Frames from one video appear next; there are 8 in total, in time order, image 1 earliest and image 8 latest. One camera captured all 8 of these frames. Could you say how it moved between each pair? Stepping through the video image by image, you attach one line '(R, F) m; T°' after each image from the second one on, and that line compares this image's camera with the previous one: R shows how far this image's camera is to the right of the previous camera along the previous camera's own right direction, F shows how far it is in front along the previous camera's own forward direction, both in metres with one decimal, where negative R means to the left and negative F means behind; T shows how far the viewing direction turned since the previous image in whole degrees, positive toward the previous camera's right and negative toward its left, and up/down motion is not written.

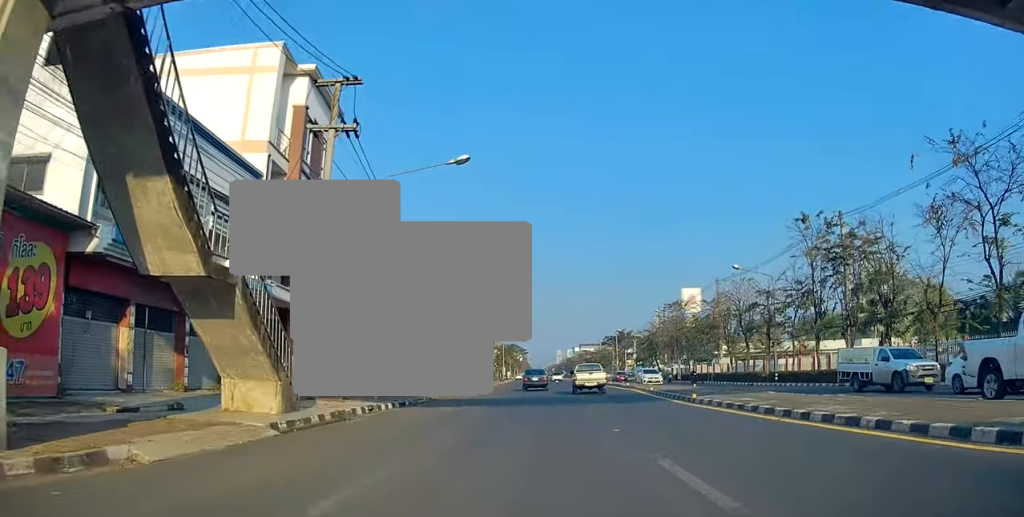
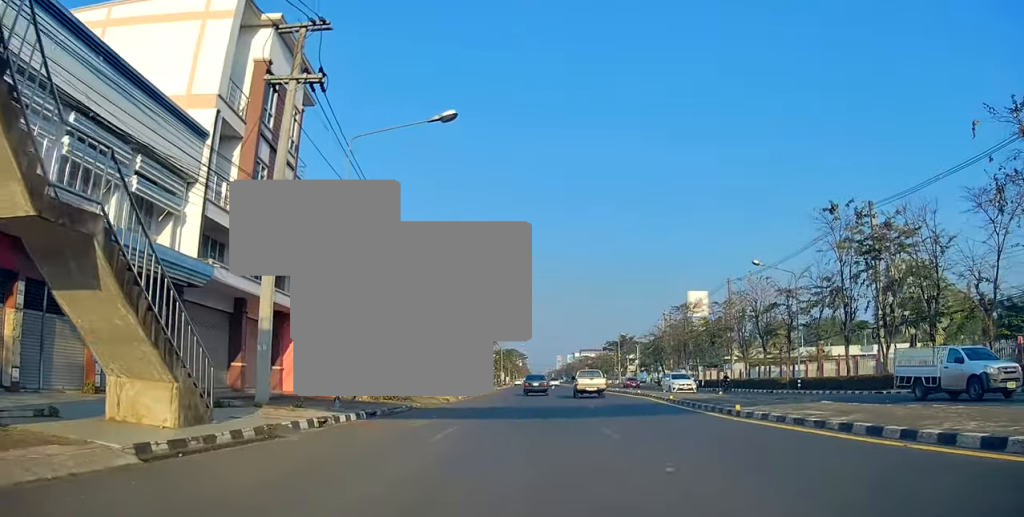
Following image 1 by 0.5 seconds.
(+0.4, +4.6) m; 0°
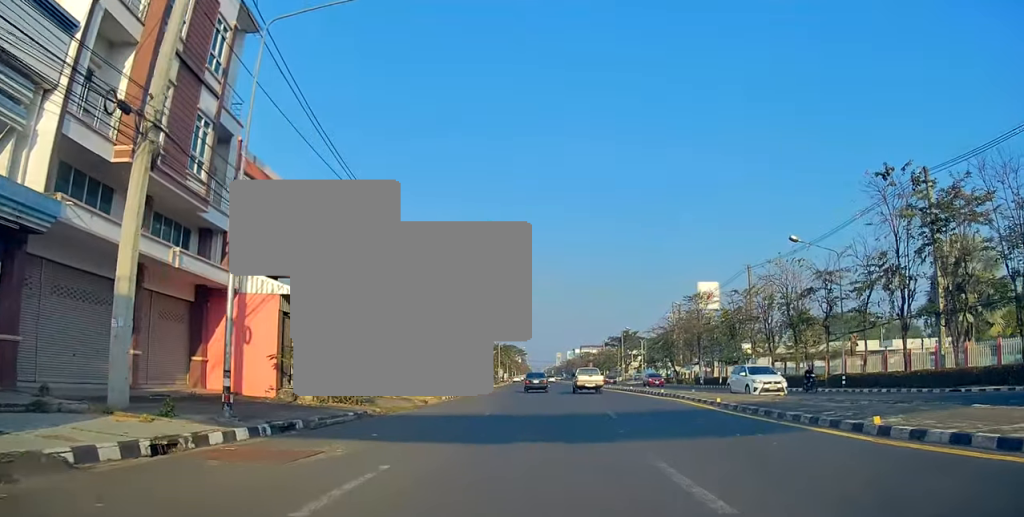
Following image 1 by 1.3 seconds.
(-0.1, +6.8) m; -2°
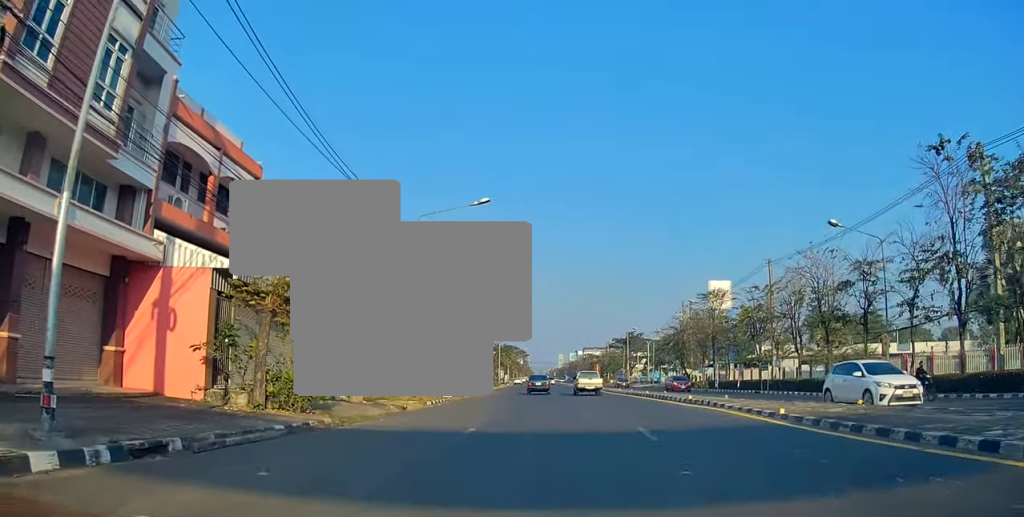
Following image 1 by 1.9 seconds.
(-0.2, +5.2) m; -2°
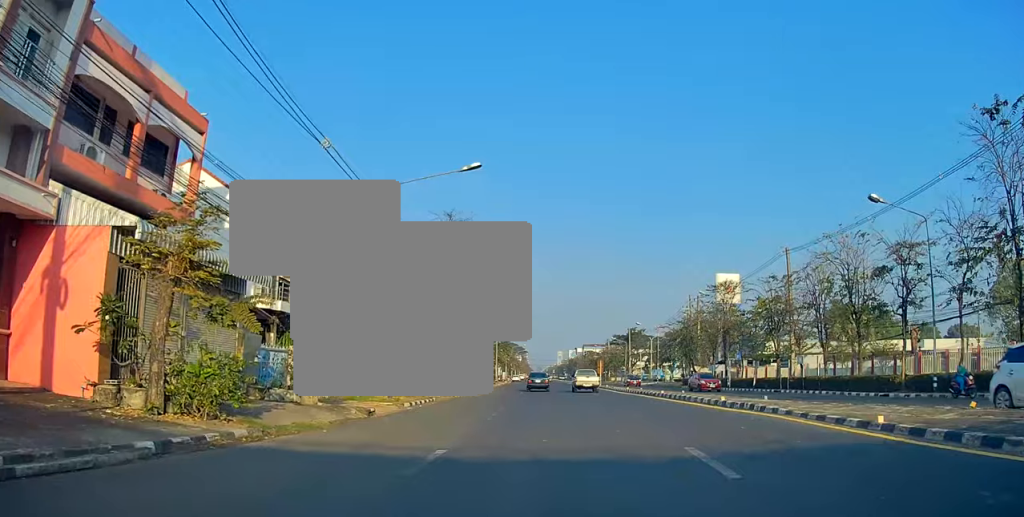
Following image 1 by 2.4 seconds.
(0.0, +4.7) m; 0°
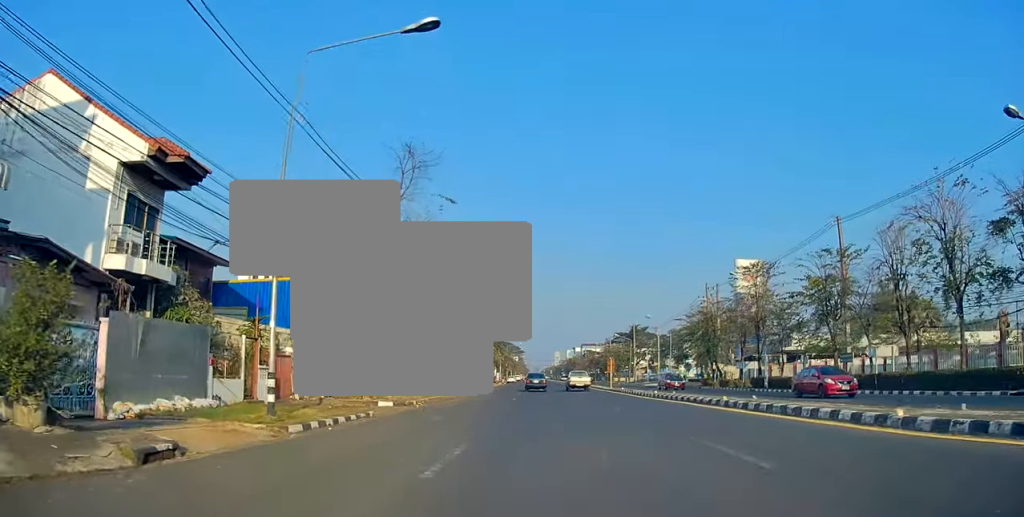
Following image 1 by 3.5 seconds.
(0.0, +10.6) m; 0°
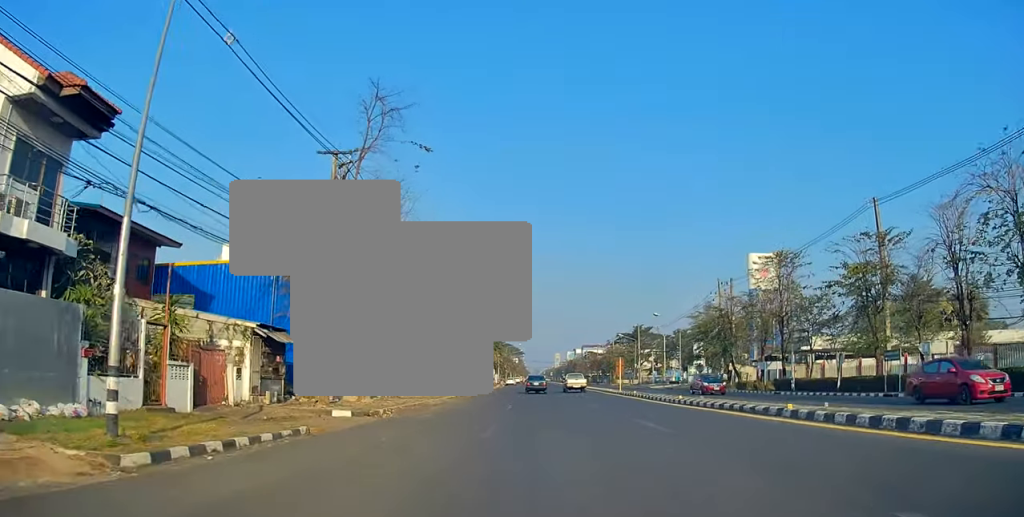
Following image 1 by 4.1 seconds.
(0.0, +5.7) m; -1°
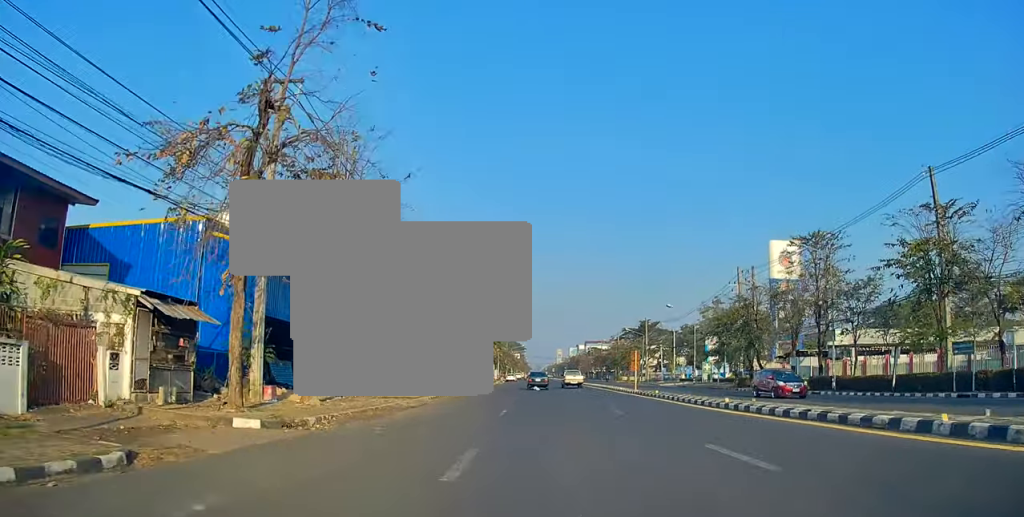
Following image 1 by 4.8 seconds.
(+0.1, +6.6) m; -1°
